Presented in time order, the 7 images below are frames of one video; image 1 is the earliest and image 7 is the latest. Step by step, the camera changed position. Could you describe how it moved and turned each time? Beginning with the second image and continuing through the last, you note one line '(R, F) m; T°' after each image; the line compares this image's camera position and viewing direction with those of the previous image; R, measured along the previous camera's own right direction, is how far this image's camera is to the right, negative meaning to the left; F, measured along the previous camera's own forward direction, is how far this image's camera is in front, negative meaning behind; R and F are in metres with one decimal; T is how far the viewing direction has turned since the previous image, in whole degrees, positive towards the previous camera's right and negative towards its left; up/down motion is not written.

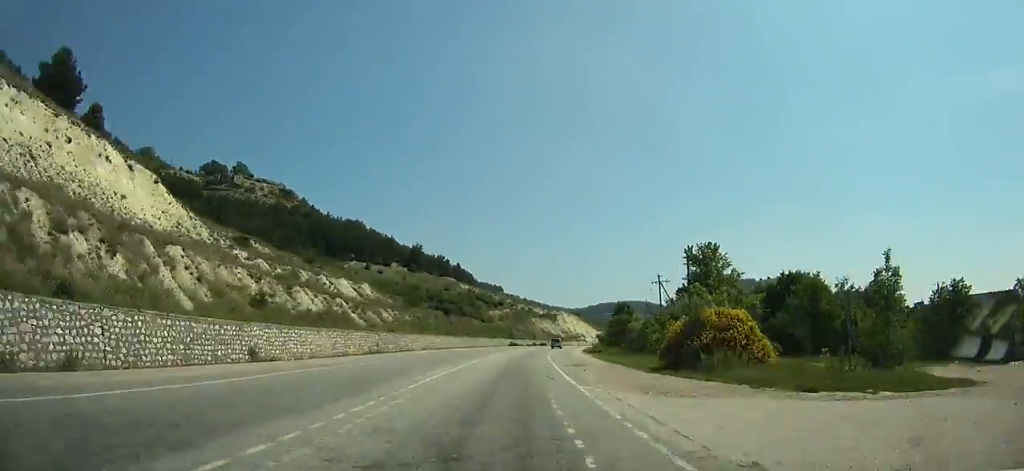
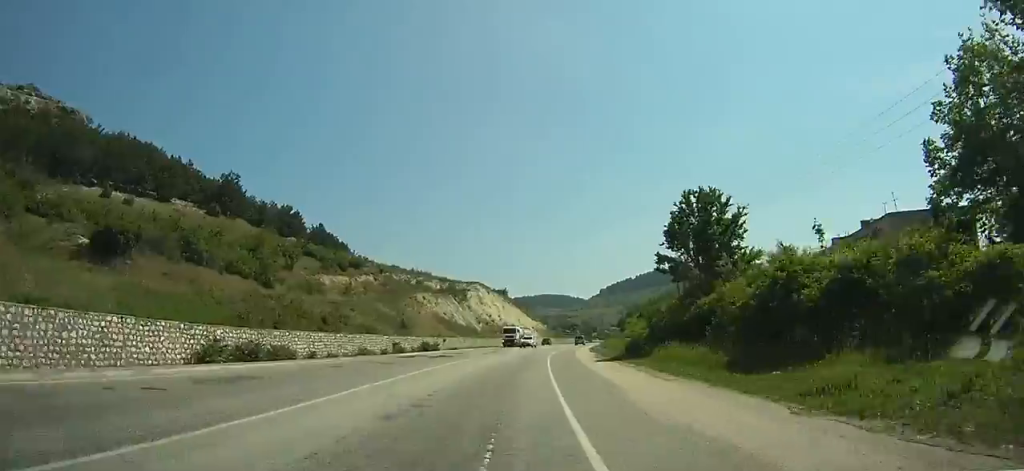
(+5.6, +98.0) m; +8°
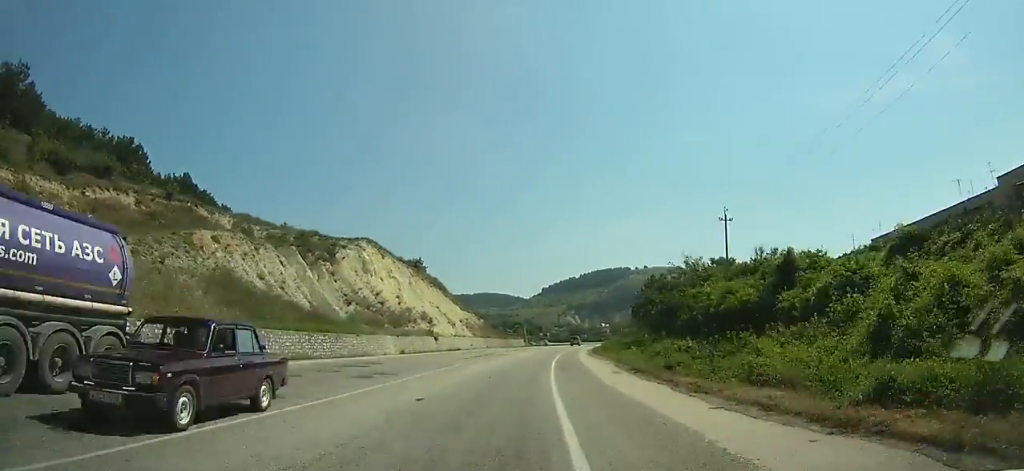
(+2.6, +53.4) m; +6°
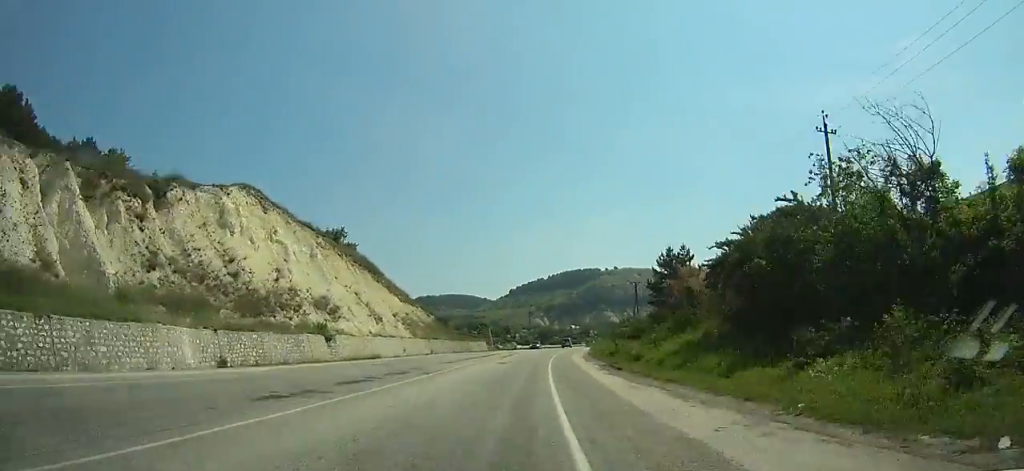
(+1.3, +26.0) m; +3°
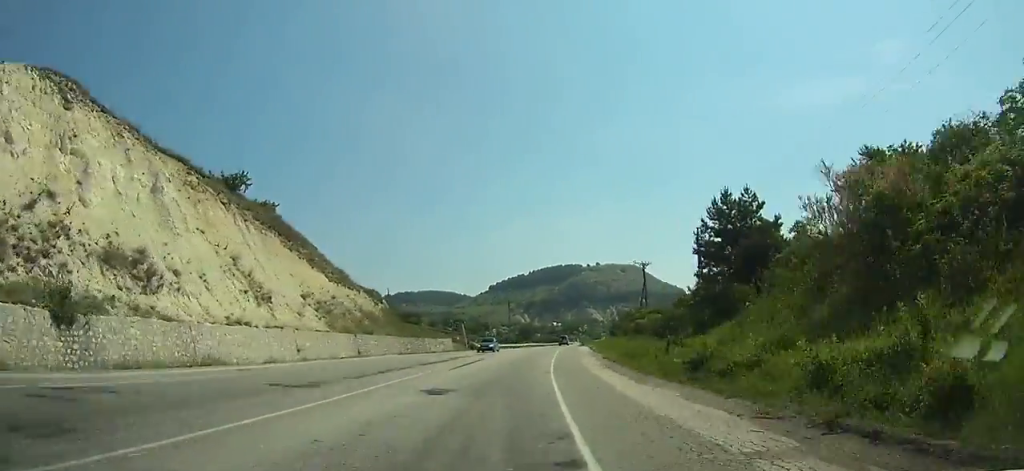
(+0.2, +22.5) m; +2°
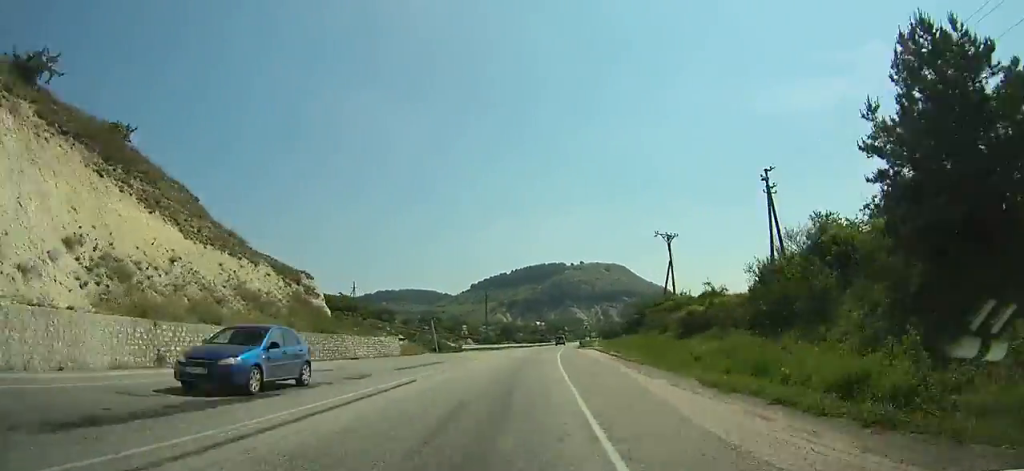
(+0.8, +22.2) m; +2°
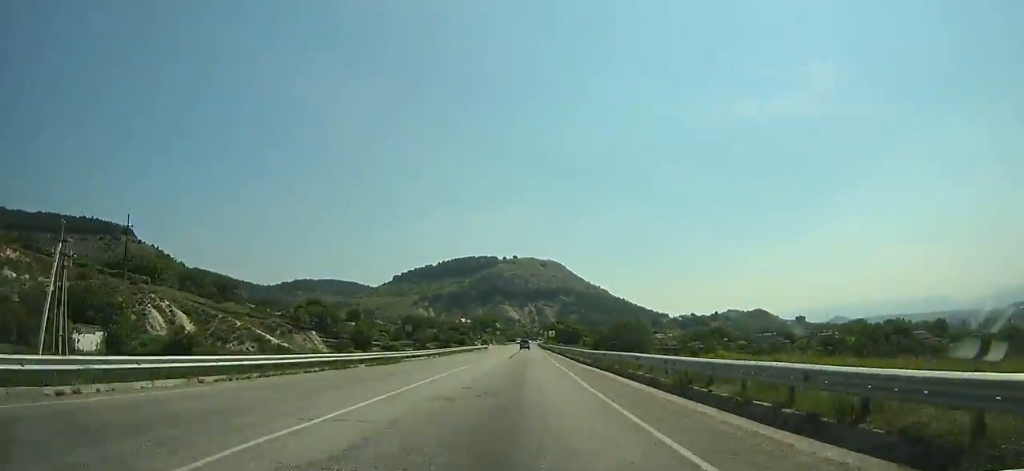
(+5.2, +87.0) m; +6°
